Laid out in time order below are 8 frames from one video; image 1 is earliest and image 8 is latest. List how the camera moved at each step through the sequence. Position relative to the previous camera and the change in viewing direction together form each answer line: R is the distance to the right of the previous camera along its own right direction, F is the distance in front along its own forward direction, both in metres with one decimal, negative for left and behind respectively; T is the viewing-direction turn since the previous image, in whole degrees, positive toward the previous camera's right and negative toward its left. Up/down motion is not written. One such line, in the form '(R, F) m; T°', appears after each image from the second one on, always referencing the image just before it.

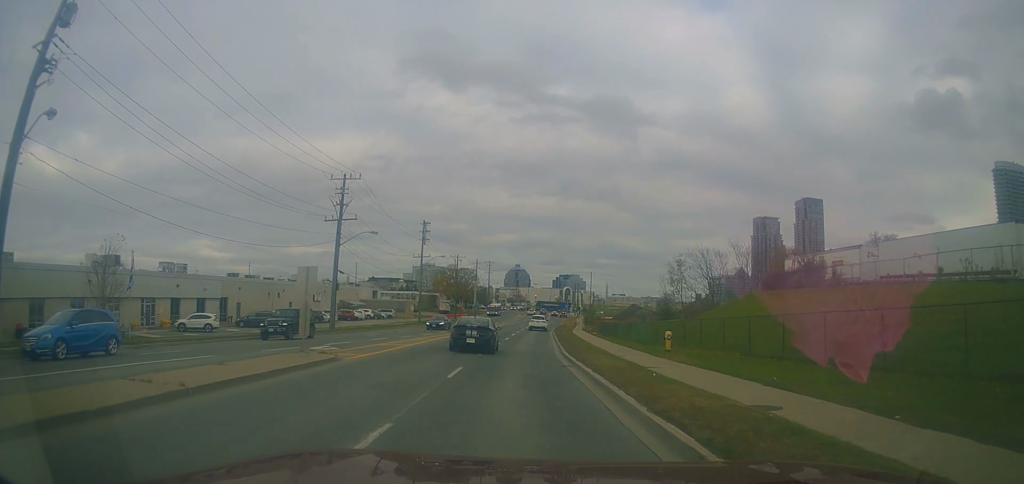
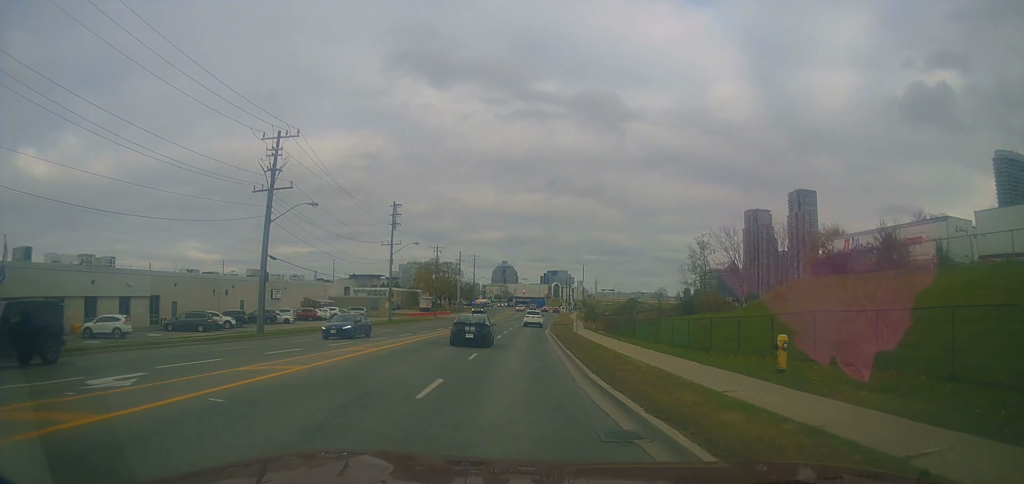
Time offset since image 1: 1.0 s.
(+0.3, +12.1) m; +4°
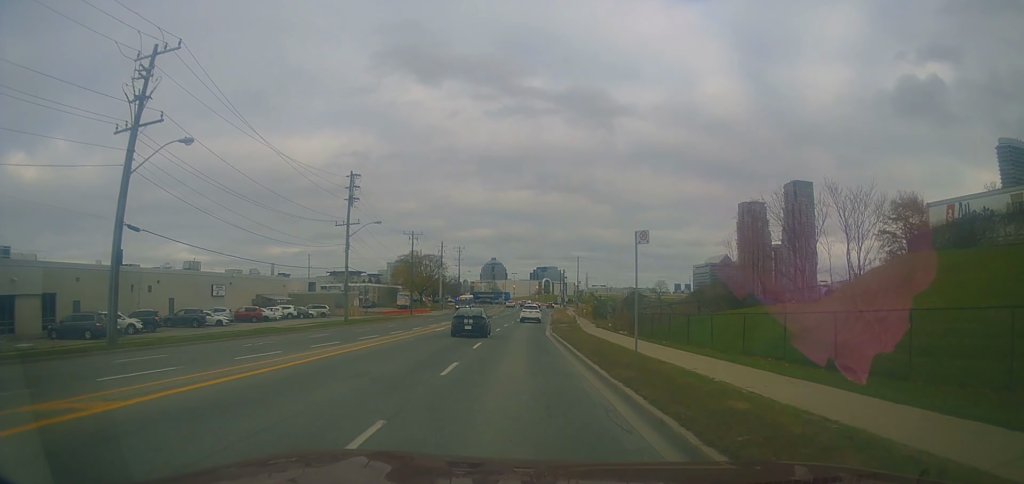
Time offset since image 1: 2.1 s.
(+0.7, +14.5) m; +3°
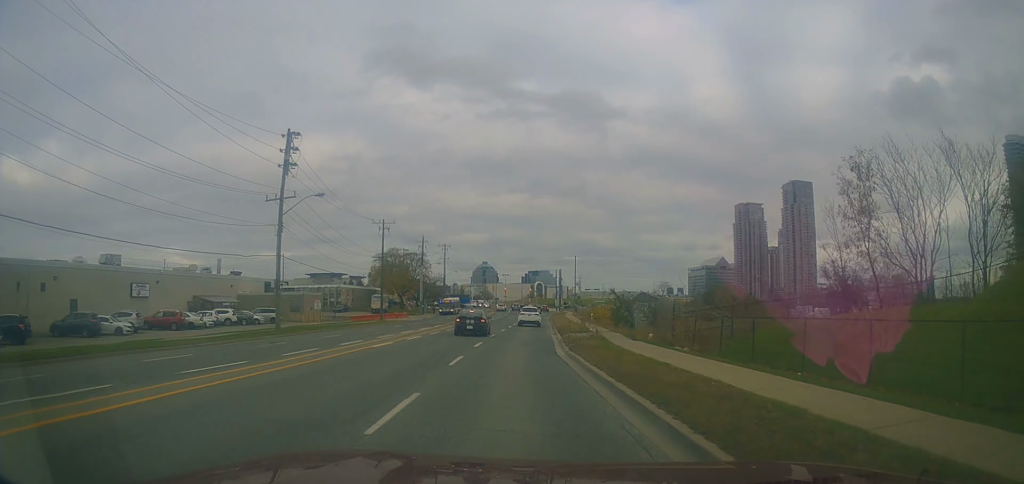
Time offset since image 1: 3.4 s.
(-0.1, +14.9) m; -1°
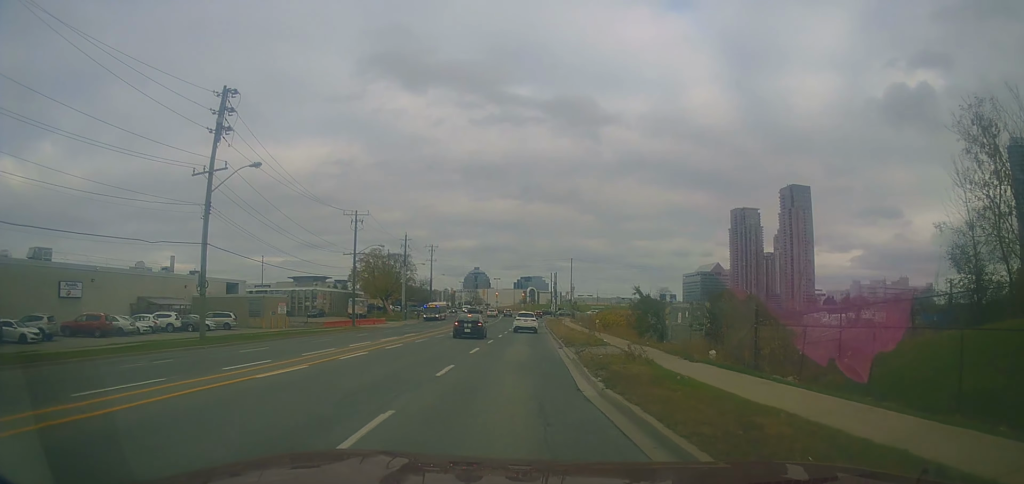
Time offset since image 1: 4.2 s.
(-0.1, +9.9) m; 0°
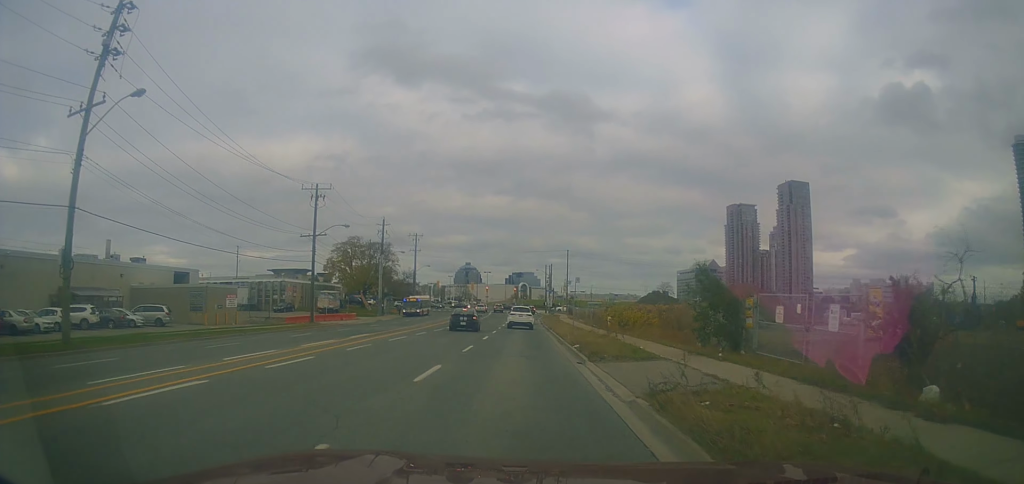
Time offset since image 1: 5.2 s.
(0.0, +11.2) m; 0°
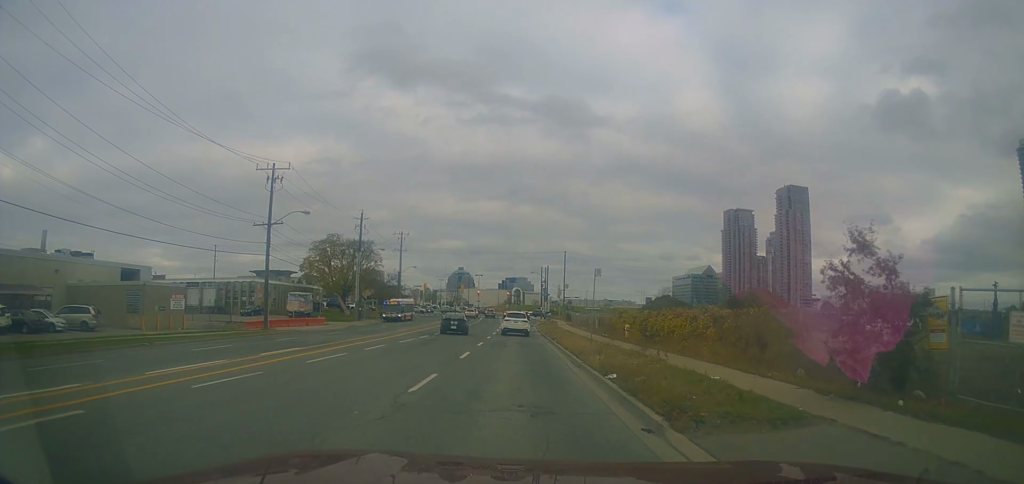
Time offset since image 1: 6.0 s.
(-0.1, +9.3) m; +2°
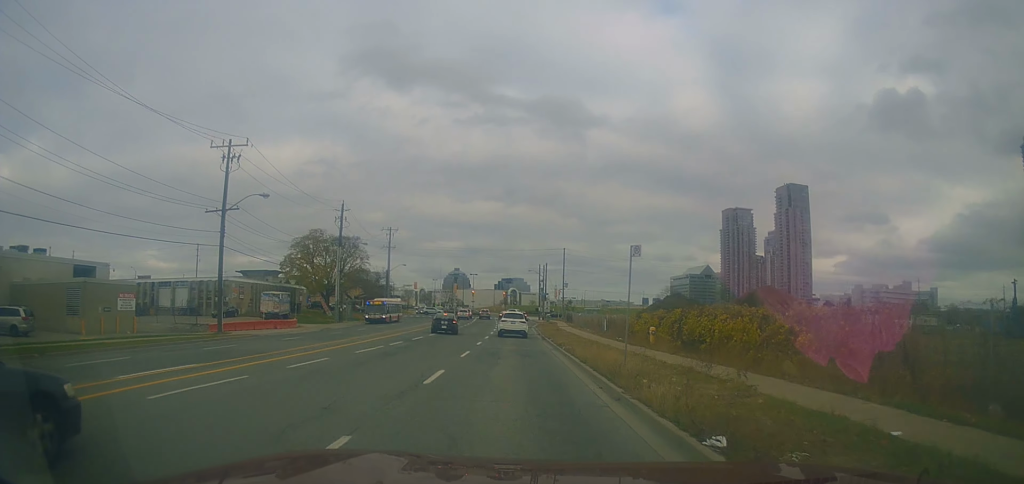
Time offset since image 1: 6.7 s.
(+0.3, +7.1) m; +2°
